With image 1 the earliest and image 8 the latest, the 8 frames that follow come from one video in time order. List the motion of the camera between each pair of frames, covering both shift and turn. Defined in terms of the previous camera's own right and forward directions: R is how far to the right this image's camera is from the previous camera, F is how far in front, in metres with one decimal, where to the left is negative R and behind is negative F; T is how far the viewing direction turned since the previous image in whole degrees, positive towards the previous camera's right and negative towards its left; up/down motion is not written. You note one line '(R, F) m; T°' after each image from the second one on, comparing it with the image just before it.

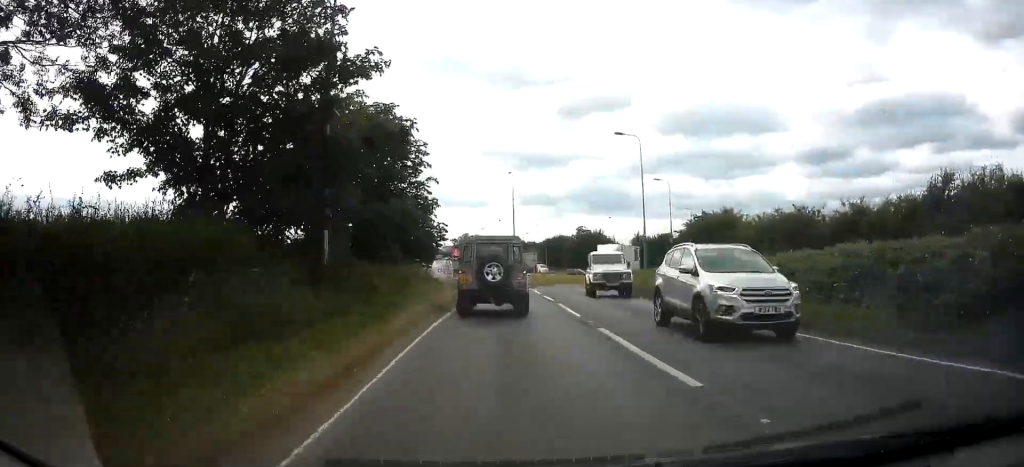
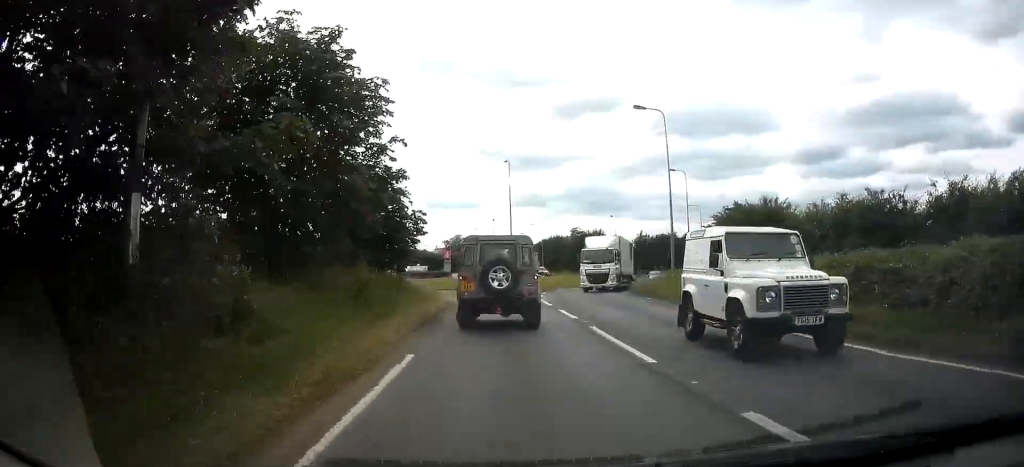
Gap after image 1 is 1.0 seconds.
(+0.3, +7.2) m; +4°
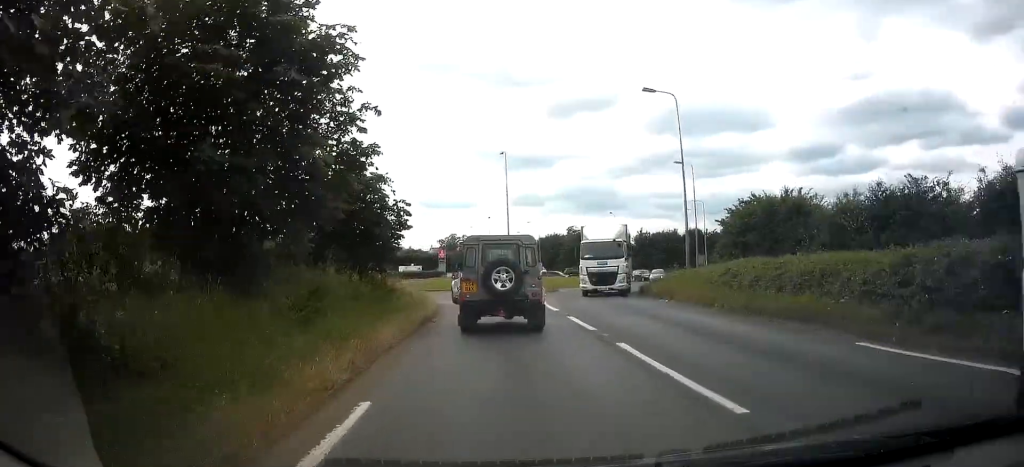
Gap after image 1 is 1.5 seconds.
(+0.1, +3.2) m; 0°
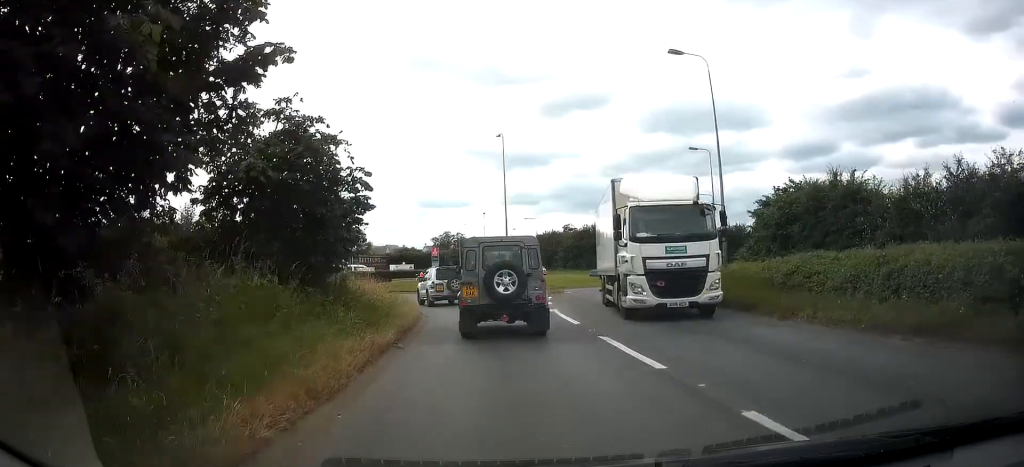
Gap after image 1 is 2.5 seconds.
(0.0, +5.3) m; -1°
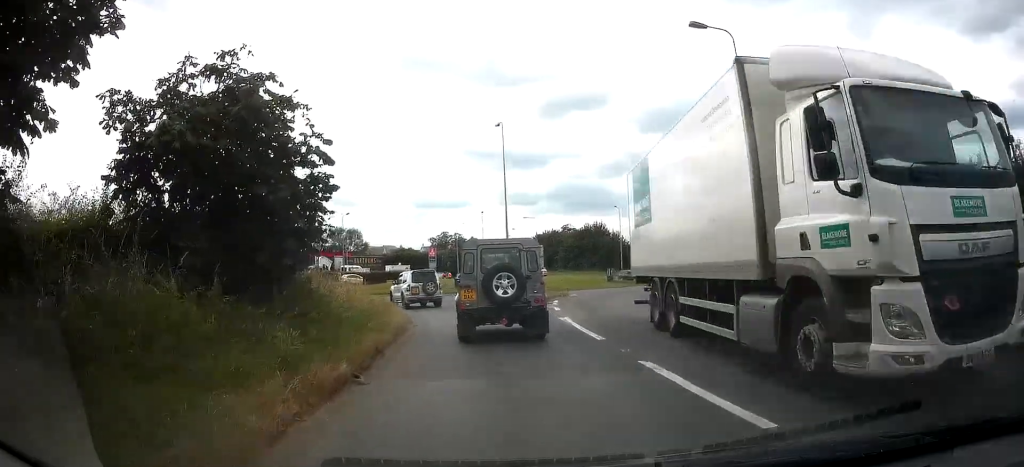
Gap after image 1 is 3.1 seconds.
(-0.2, +3.1) m; 0°
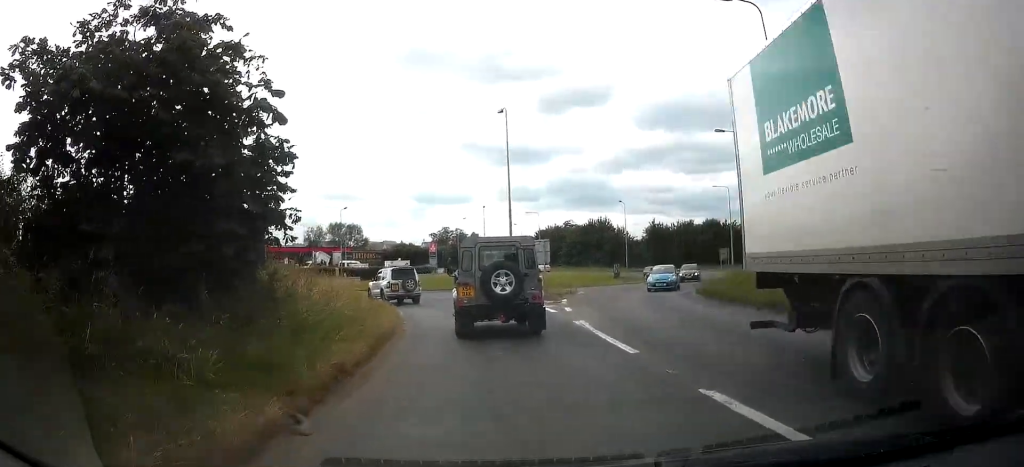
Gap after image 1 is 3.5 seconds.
(+0.1, +2.3) m; 0°
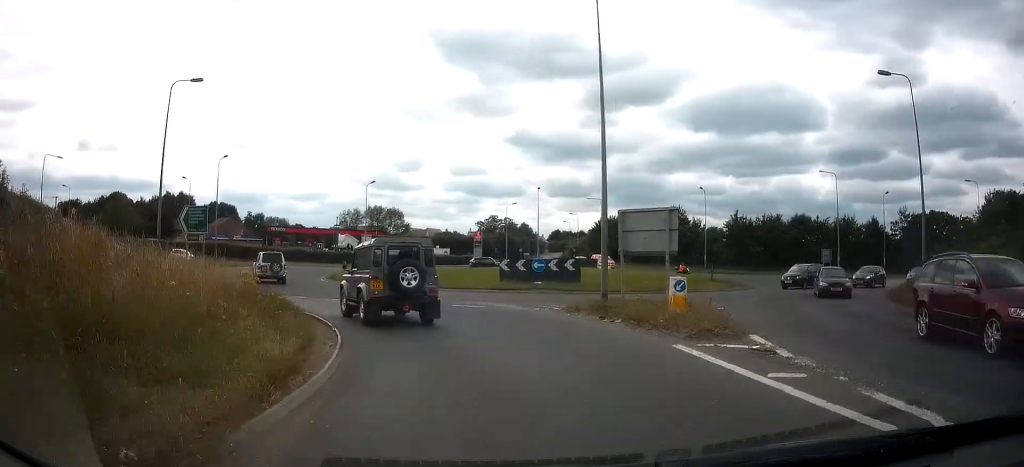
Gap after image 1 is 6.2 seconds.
(-0.8, +13.2) m; -9°
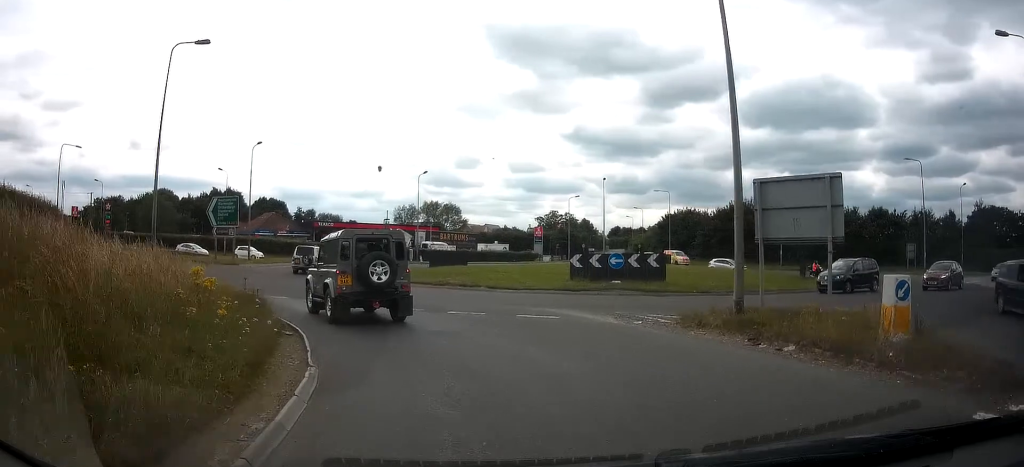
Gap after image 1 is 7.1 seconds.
(-0.1, +4.9) m; -6°
